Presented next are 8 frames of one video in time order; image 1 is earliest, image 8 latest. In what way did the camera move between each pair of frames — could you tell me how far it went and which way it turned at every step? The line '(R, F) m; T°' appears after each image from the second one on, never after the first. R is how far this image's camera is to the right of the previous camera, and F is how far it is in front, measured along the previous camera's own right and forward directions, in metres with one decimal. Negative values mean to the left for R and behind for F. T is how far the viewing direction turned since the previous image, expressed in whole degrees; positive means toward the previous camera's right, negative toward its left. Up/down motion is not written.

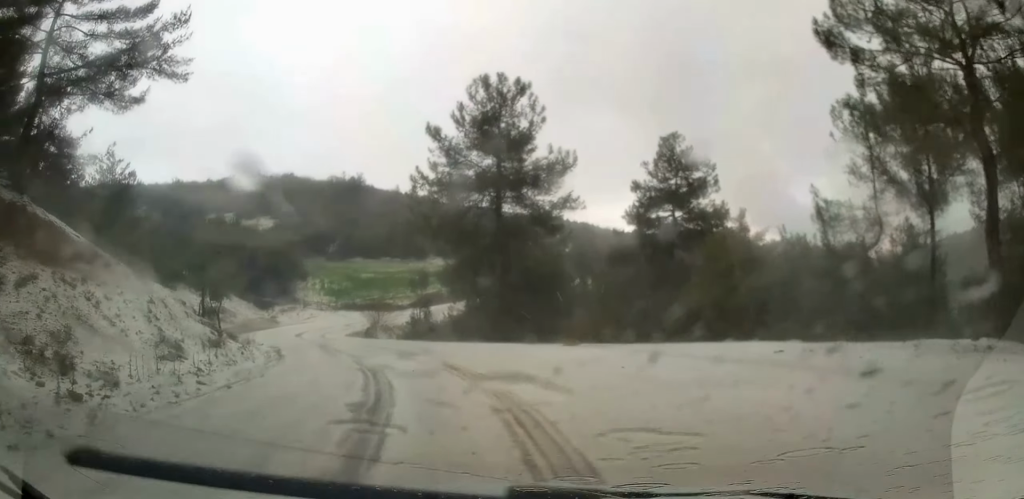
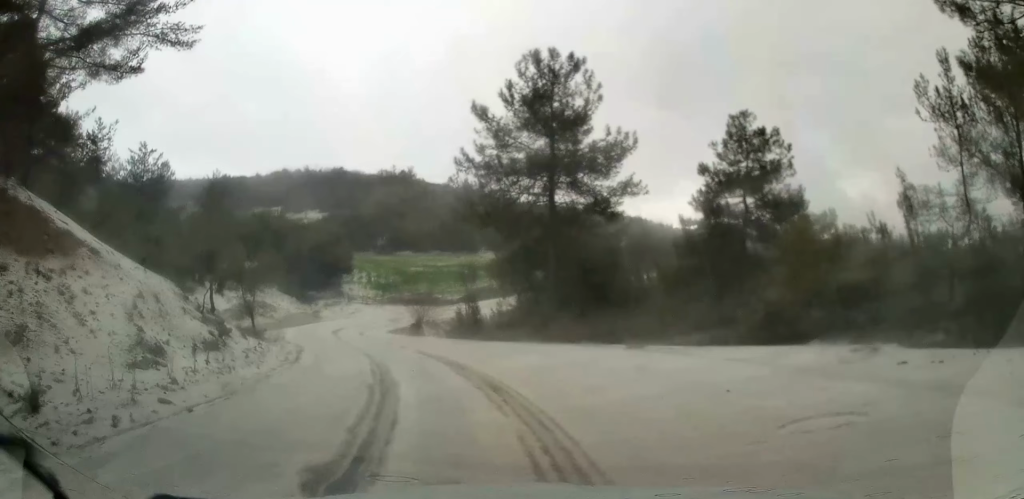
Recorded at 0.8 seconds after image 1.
(0.0, +3.5) m; -3°
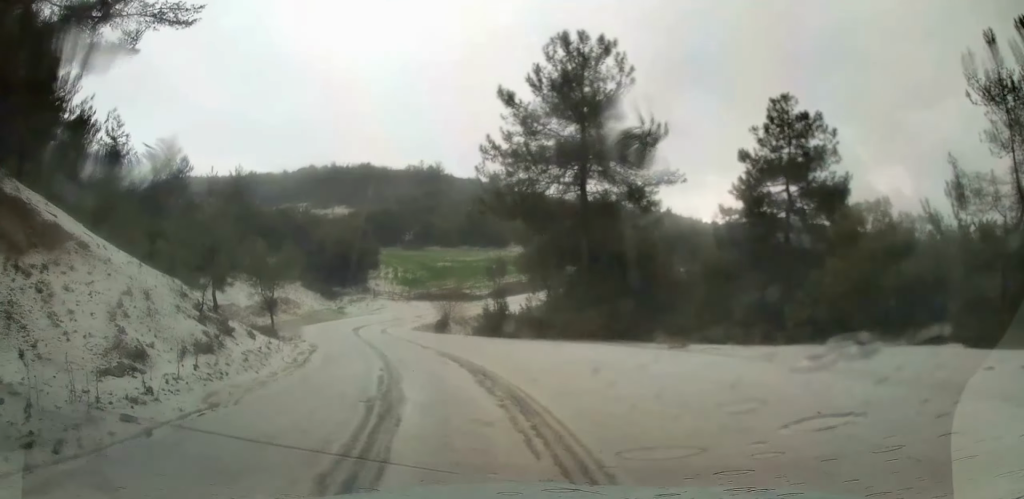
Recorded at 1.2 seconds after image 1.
(-0.1, +2.0) m; -3°
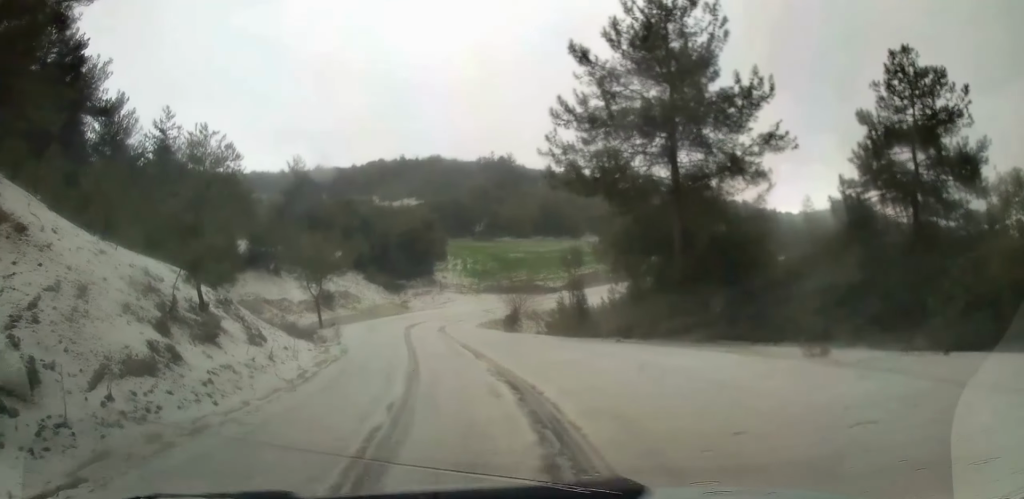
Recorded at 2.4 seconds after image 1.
(-0.4, +5.5) m; -7°
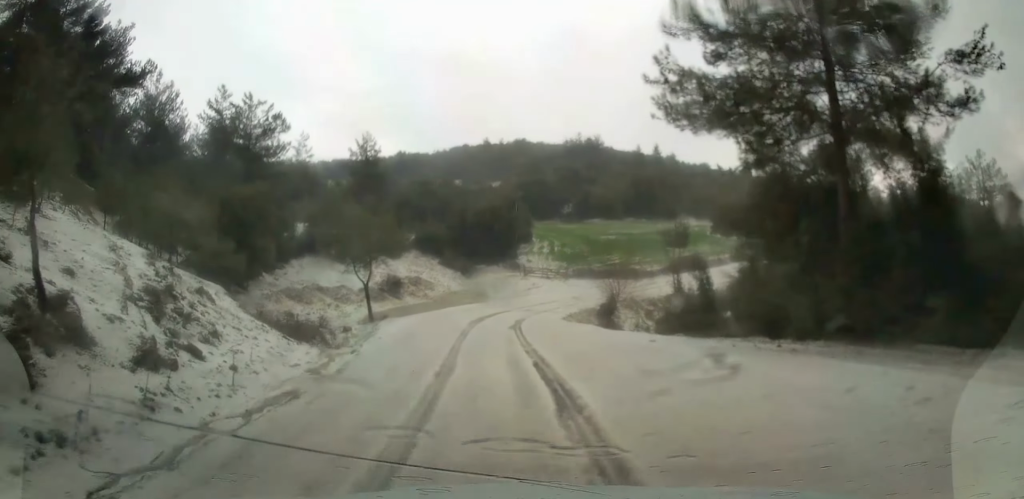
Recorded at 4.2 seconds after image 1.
(-0.7, +8.2) m; -11°
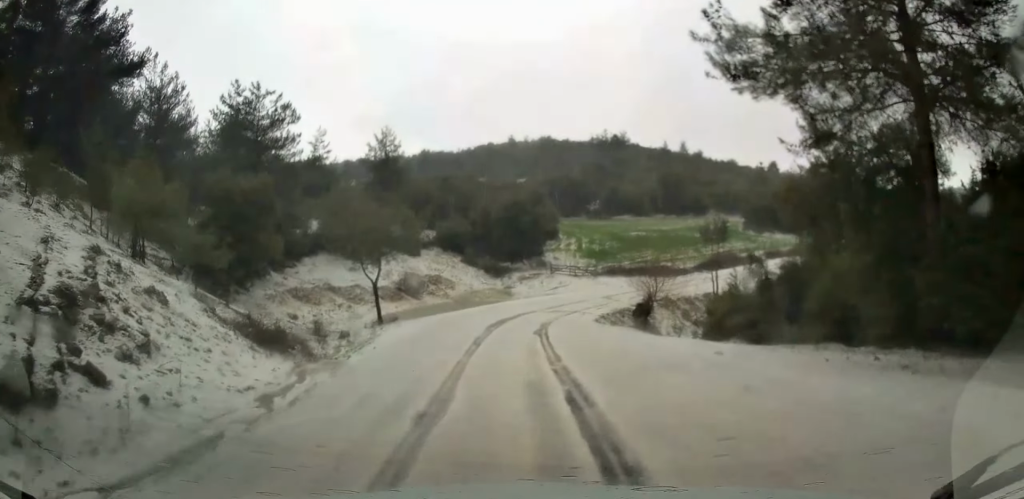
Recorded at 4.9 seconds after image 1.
(-0.2, +3.7) m; -4°
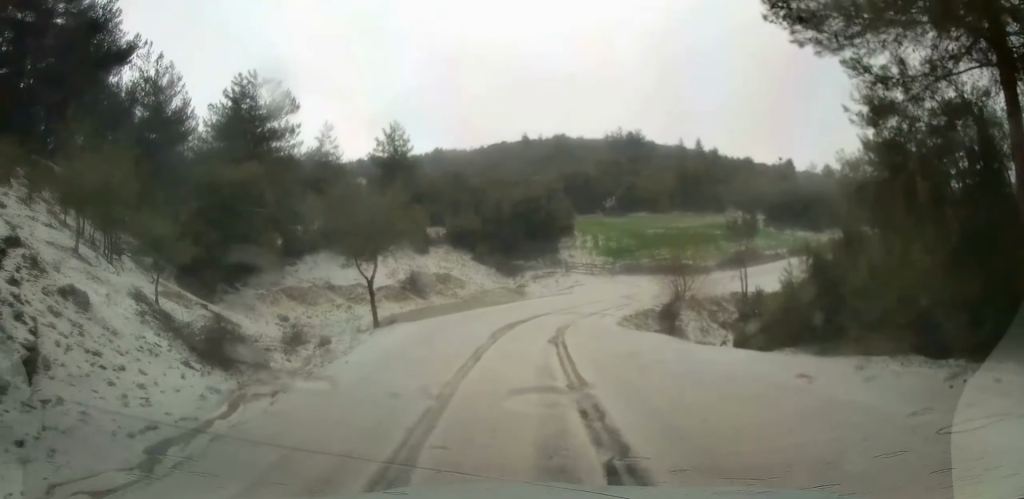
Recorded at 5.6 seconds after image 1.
(0.0, +3.6) m; -1°
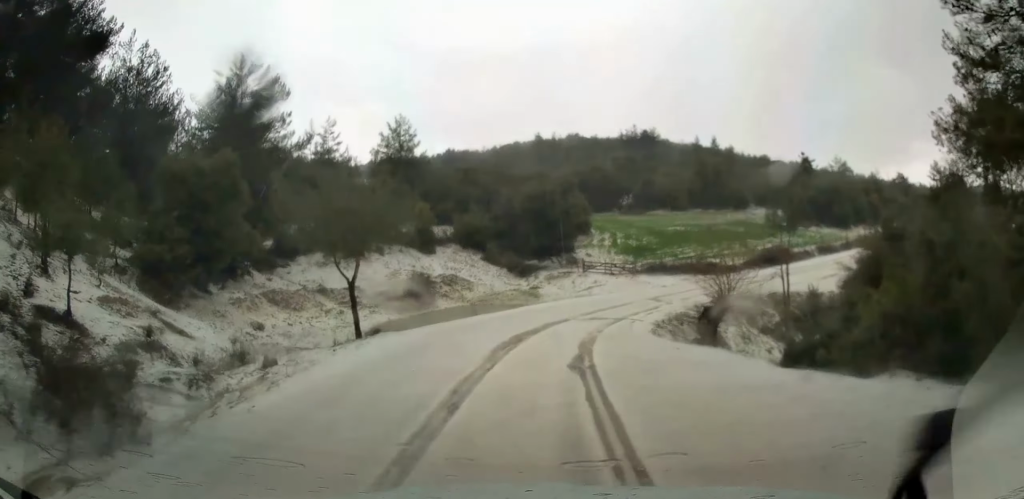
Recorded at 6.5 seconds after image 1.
(-0.1, +5.0) m; -1°
